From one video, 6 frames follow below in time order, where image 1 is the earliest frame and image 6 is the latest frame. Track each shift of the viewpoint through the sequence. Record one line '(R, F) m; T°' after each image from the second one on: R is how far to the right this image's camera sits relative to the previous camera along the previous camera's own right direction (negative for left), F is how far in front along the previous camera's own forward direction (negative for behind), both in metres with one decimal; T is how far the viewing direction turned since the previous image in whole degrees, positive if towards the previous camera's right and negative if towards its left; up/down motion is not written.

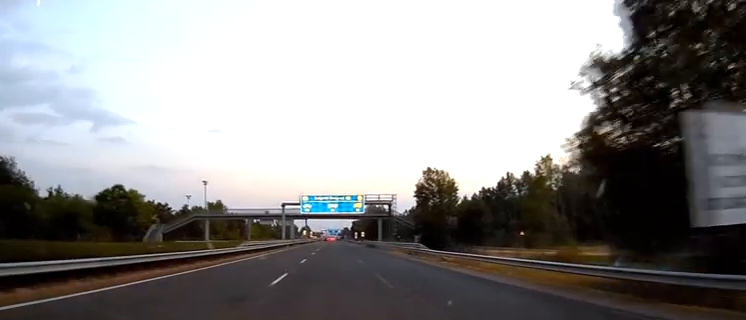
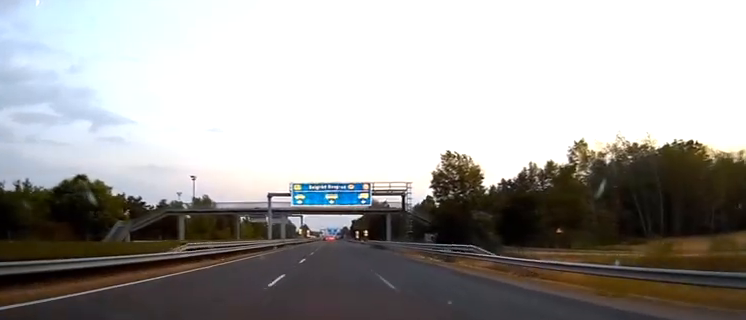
(0.0, +19.2) m; 0°
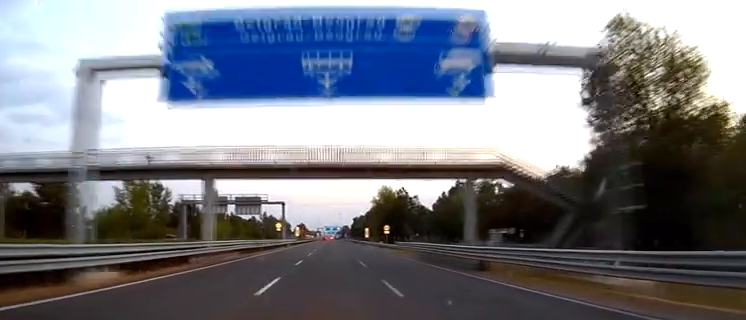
(+0.1, +56.7) m; 0°
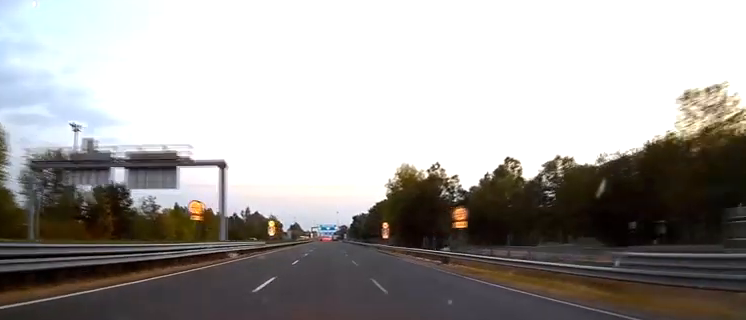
(+0.3, +52.5) m; 0°
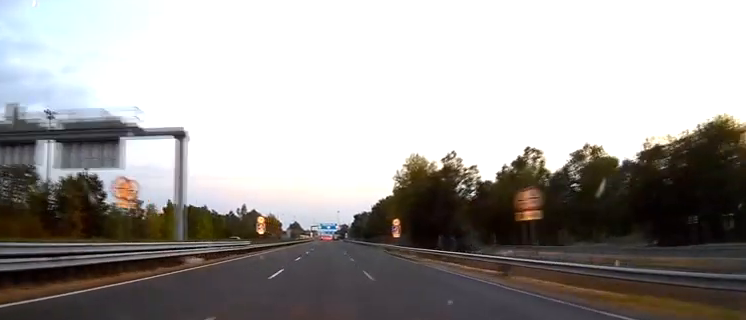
(0.0, +13.1) m; 0°
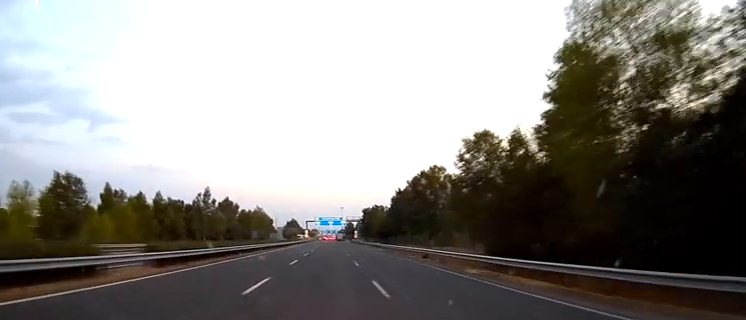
(-0.4, +78.1) m; 0°
